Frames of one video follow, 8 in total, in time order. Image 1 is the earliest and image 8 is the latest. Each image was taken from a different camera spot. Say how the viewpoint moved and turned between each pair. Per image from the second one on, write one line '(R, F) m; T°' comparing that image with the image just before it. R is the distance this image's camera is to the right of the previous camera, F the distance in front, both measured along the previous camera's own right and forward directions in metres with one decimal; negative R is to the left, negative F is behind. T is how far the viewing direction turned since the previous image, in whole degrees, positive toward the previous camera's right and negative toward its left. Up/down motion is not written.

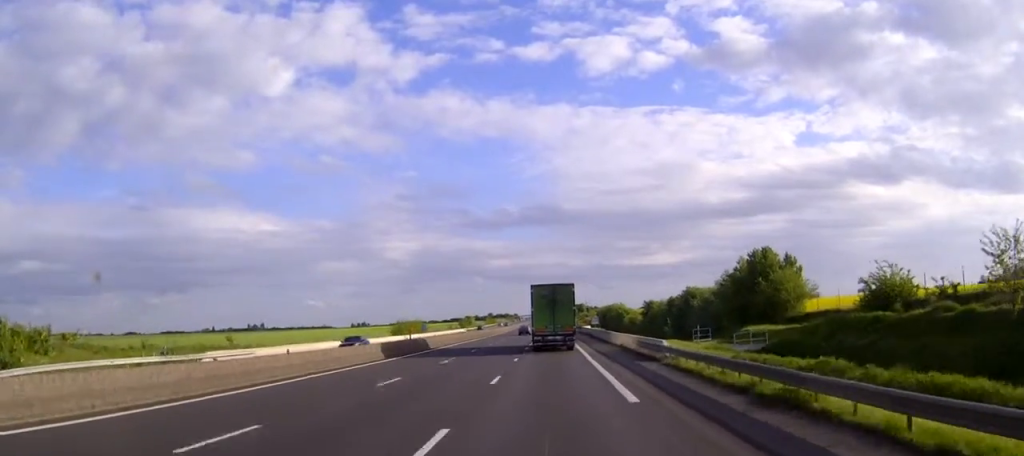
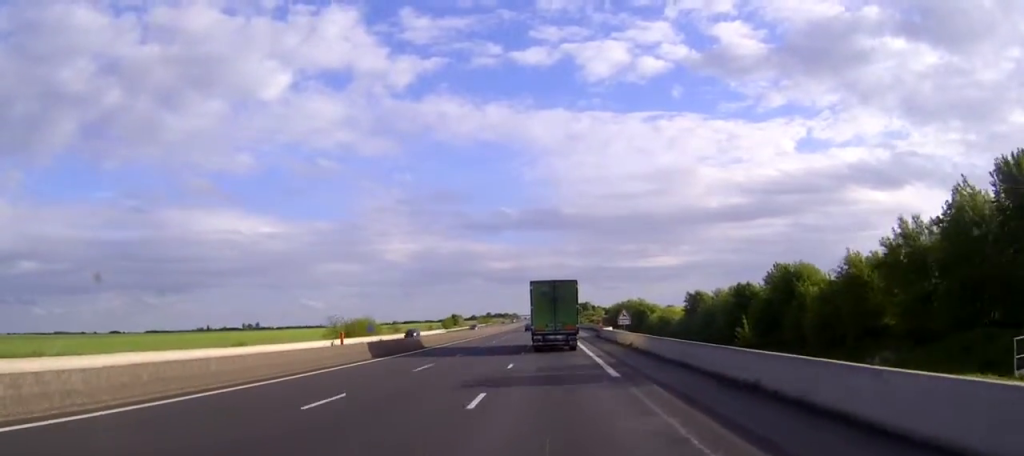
(-0.1, +46.4) m; 0°
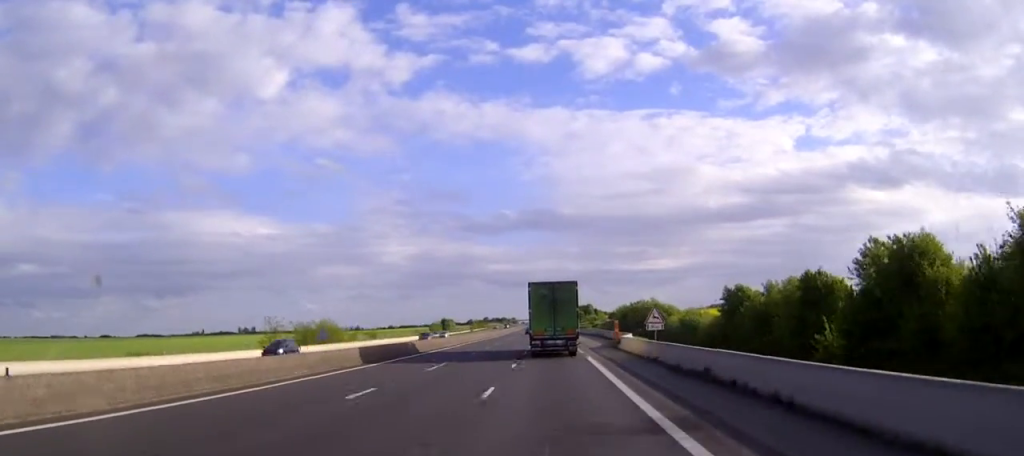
(-0.1, +22.6) m; 0°
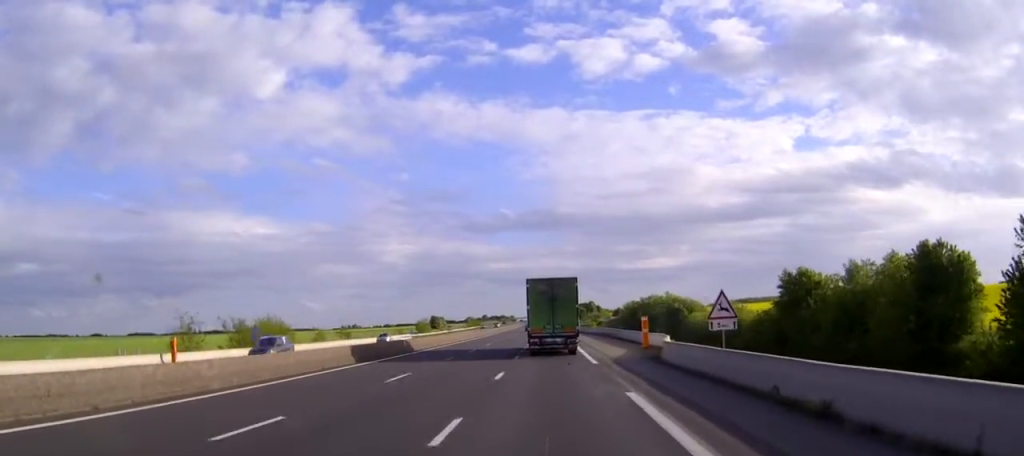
(0.0, +20.7) m; 0°
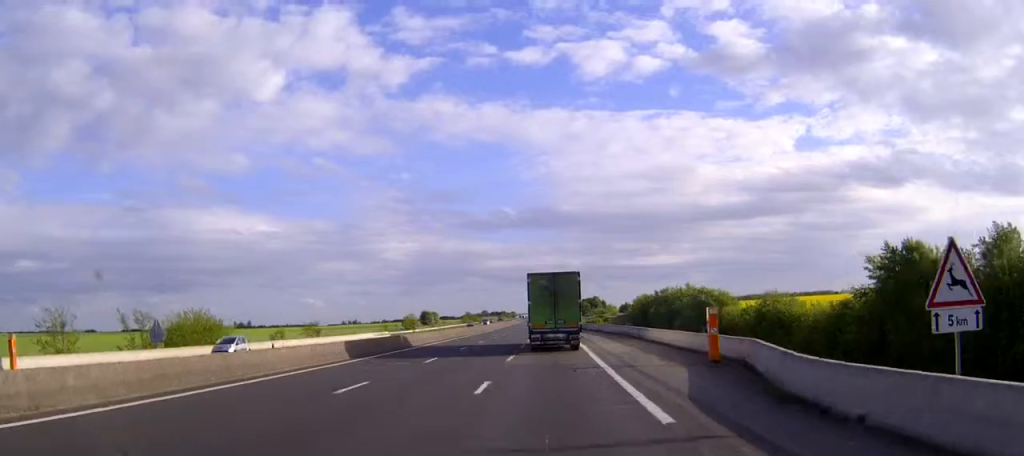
(0.0, +18.9) m; 0°
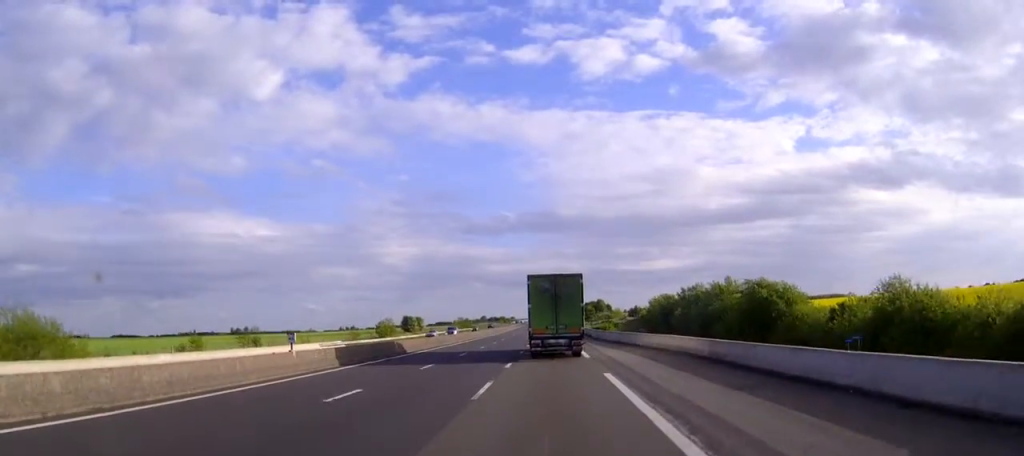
(0.0, +26.6) m; 0°
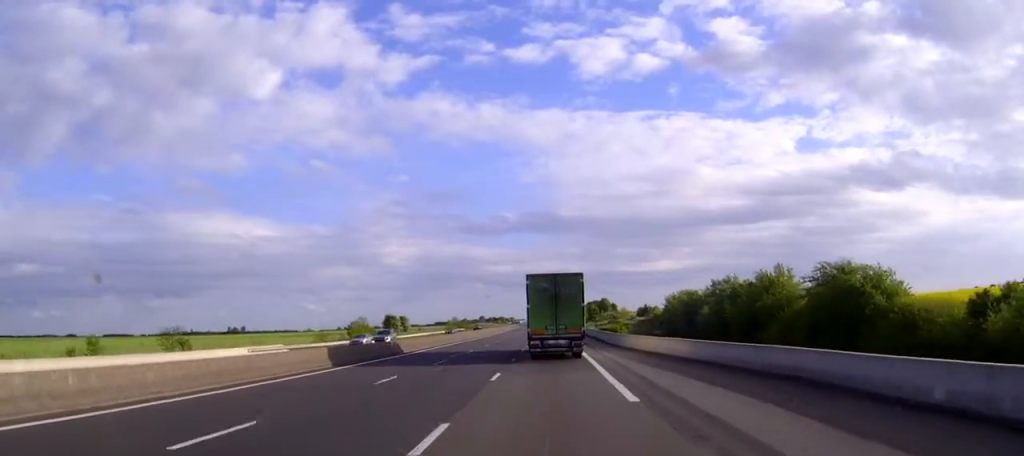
(0.0, +20.5) m; 0°
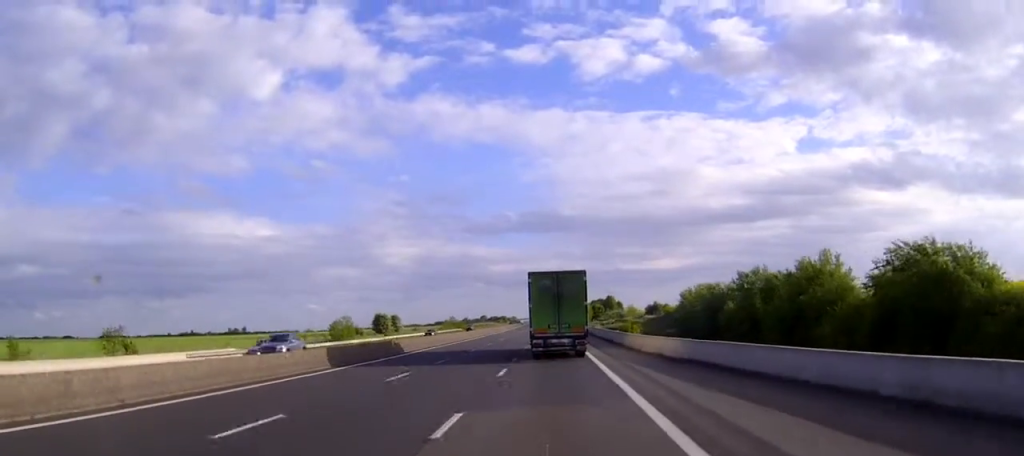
(0.0, +11.9) m; 0°
